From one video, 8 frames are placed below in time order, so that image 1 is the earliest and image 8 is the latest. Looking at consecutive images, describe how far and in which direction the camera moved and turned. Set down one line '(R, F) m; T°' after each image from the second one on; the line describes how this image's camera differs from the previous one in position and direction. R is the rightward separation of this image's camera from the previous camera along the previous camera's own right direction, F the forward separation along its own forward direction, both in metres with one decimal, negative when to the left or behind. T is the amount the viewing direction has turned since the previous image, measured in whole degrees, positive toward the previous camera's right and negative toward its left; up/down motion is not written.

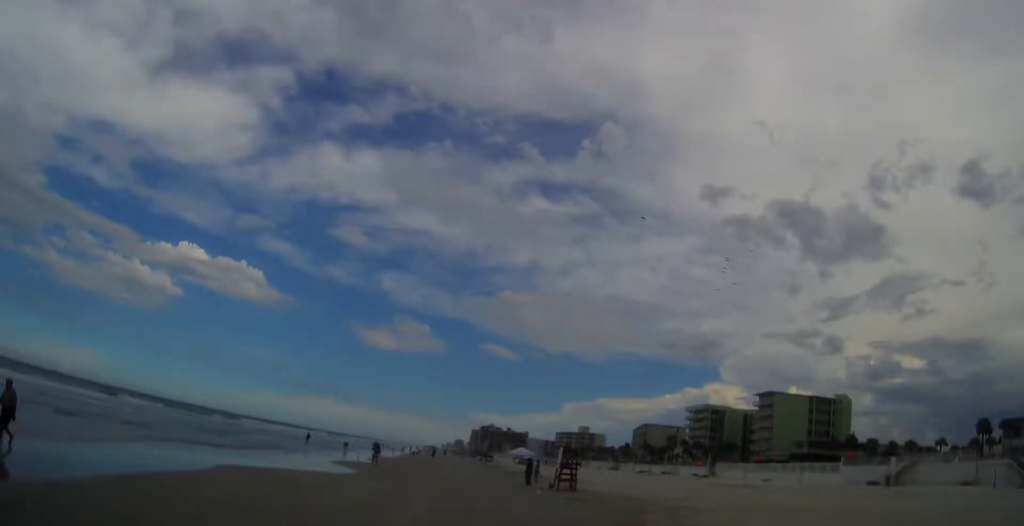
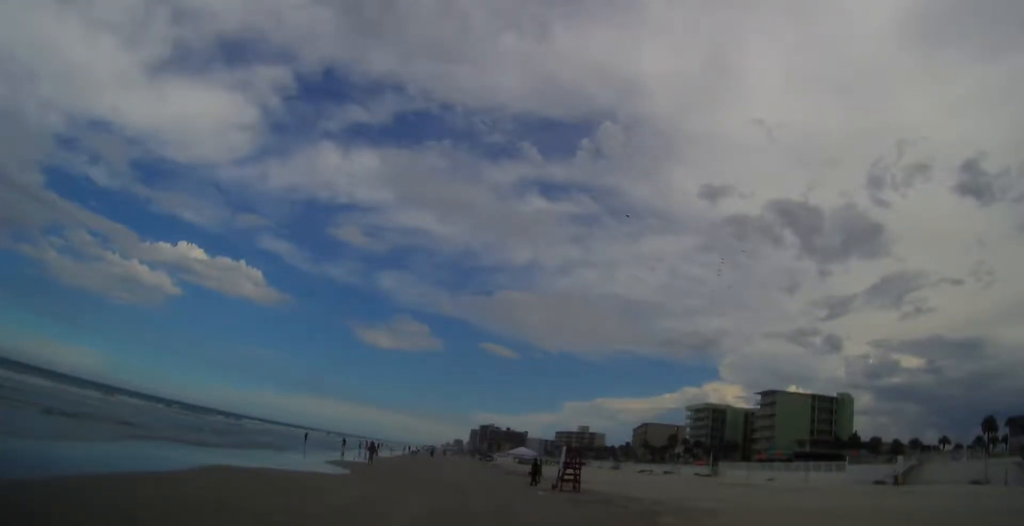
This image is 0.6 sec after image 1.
(0.0, +1.4) m; 0°
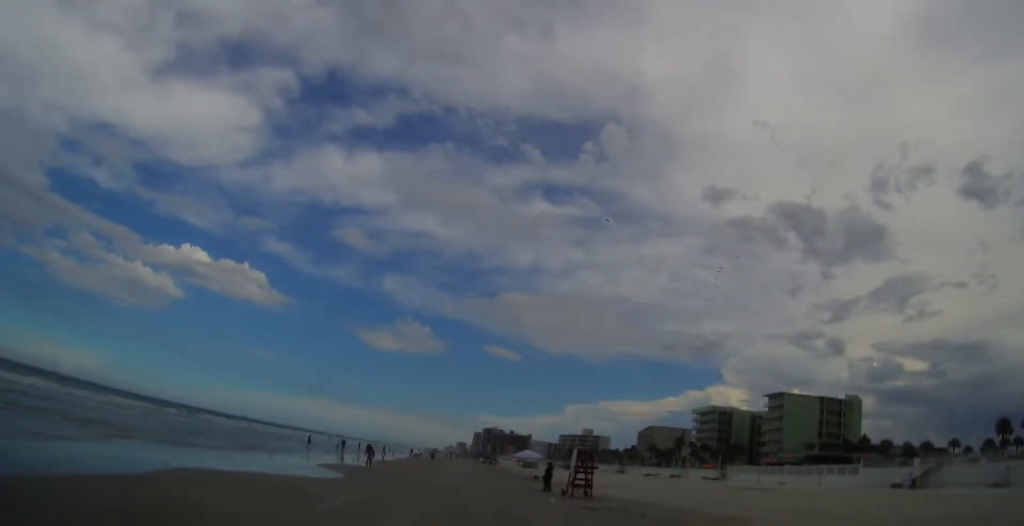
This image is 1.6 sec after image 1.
(0.0, +2.3) m; -4°
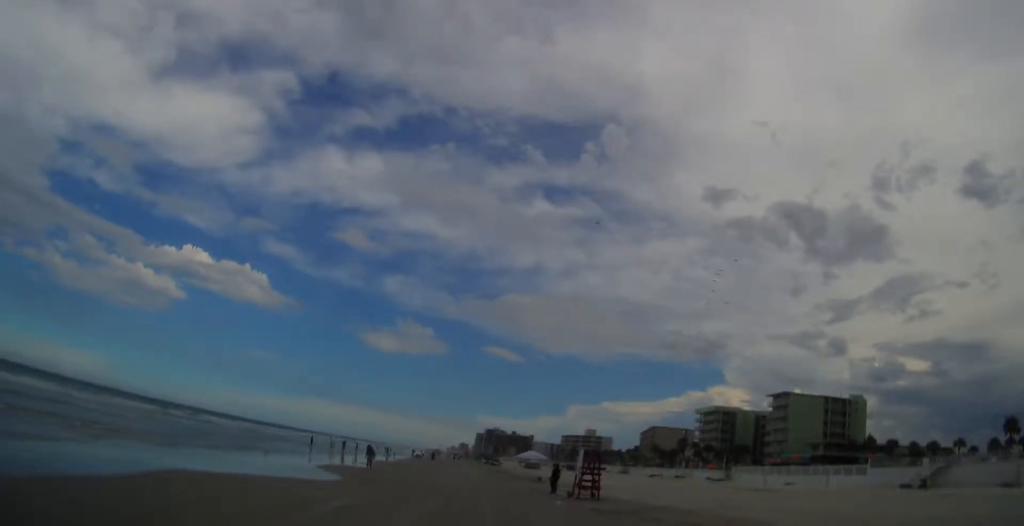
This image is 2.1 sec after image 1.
(0.0, +1.1) m; -1°
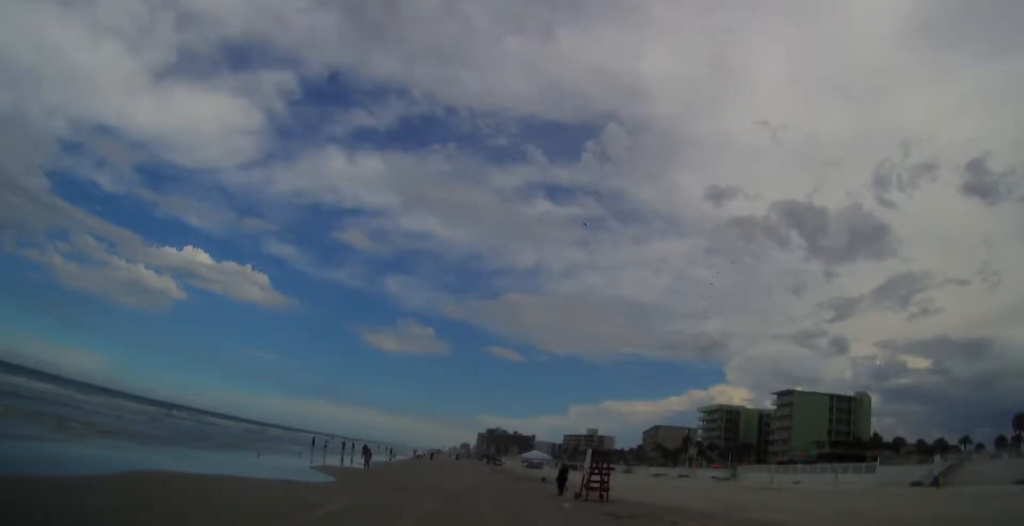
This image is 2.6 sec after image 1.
(-0.2, +1.5) m; +1°
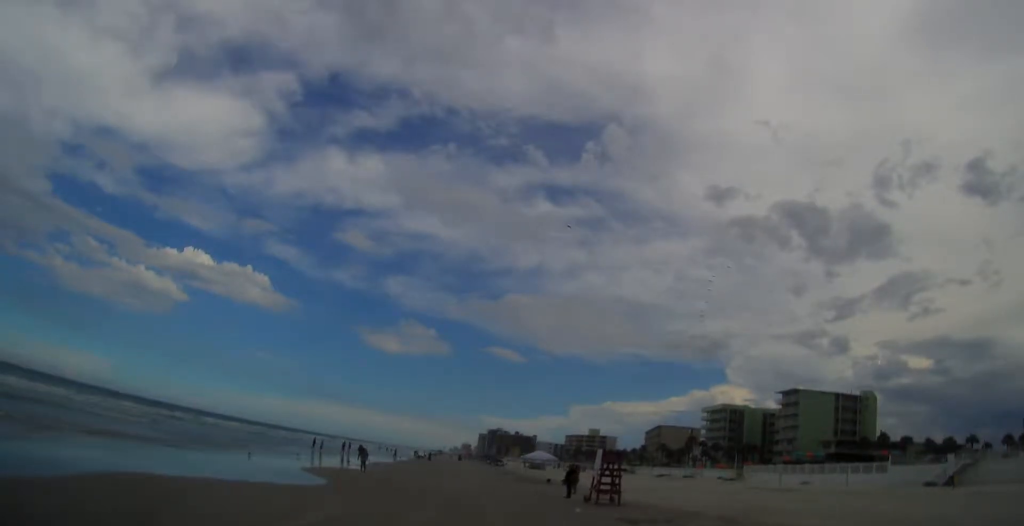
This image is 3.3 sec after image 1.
(+0.1, +1.8) m; +1°
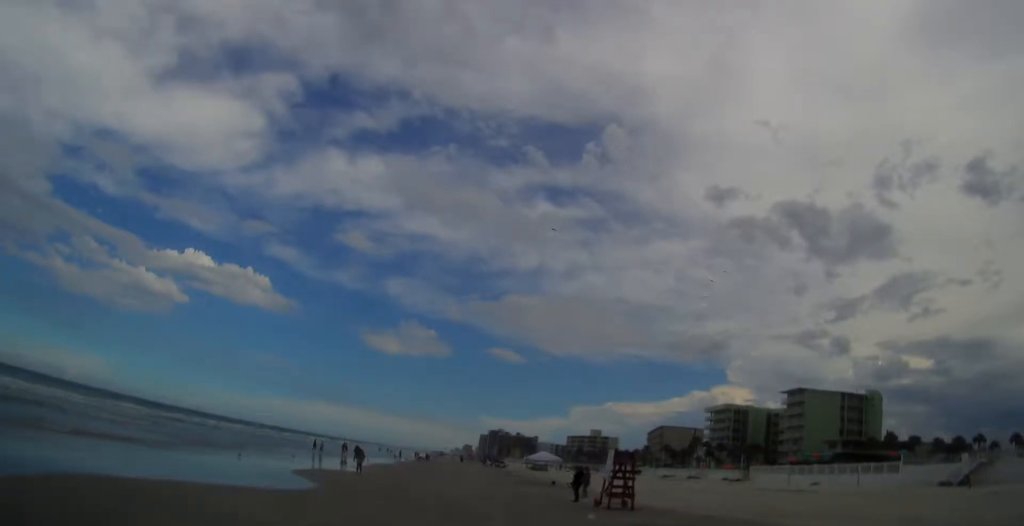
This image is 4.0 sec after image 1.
(+0.2, +1.8) m; 0°
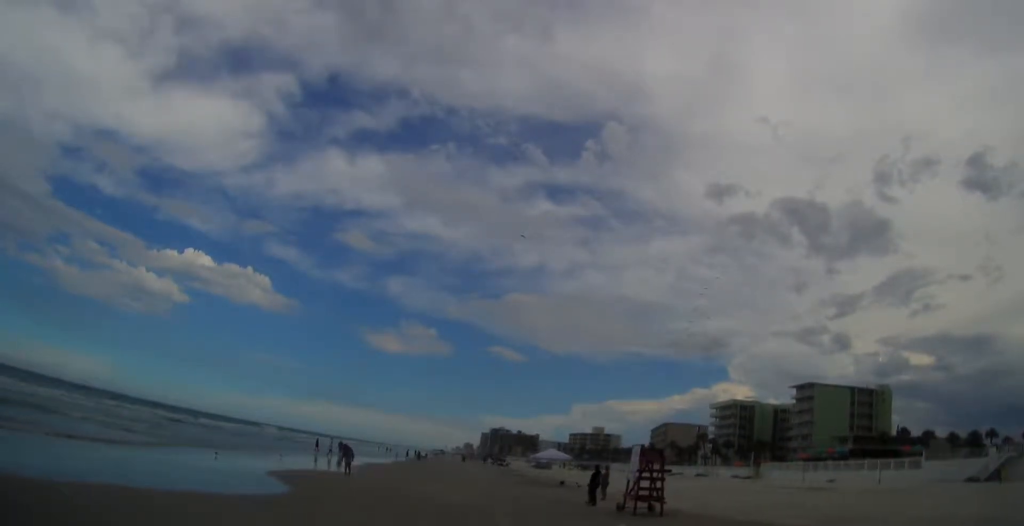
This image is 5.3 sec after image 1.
(-0.2, +3.8) m; +2°
